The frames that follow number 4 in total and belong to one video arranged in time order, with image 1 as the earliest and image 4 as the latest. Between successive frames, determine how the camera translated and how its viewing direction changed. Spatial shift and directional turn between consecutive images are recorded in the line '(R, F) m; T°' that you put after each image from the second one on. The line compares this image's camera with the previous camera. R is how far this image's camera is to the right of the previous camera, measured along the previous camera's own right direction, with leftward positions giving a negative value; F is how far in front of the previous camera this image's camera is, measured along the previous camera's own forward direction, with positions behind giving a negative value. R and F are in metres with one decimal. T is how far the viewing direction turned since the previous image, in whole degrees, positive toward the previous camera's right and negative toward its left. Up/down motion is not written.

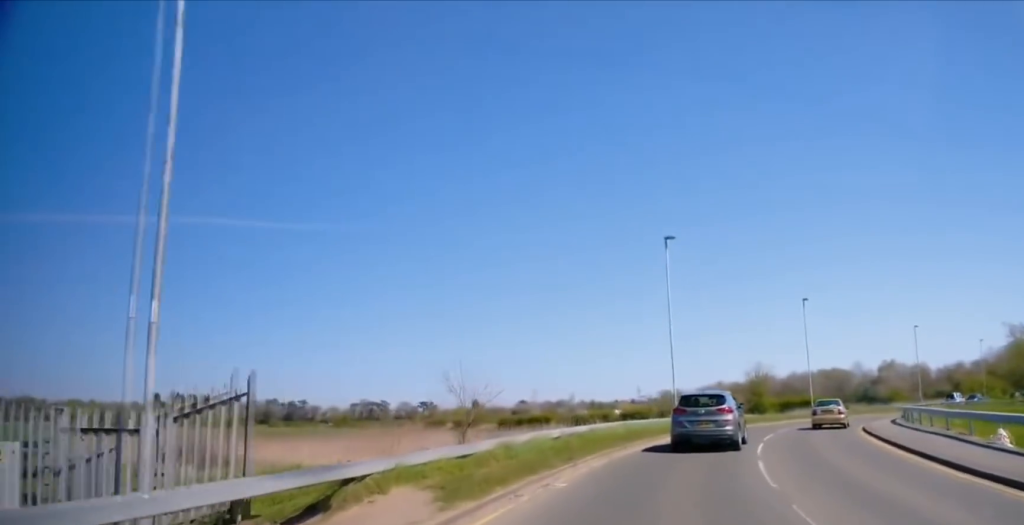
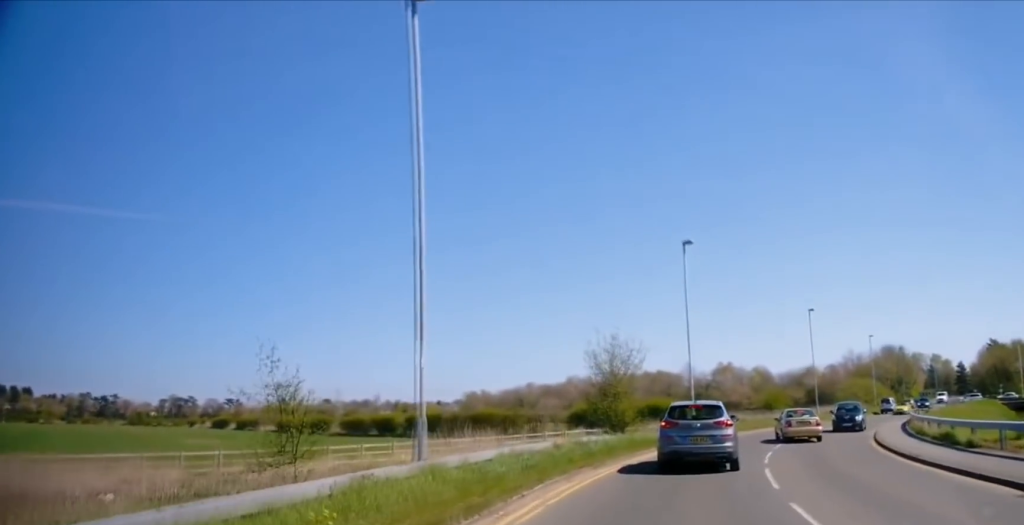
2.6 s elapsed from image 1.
(+3.4, +22.7) m; +17°
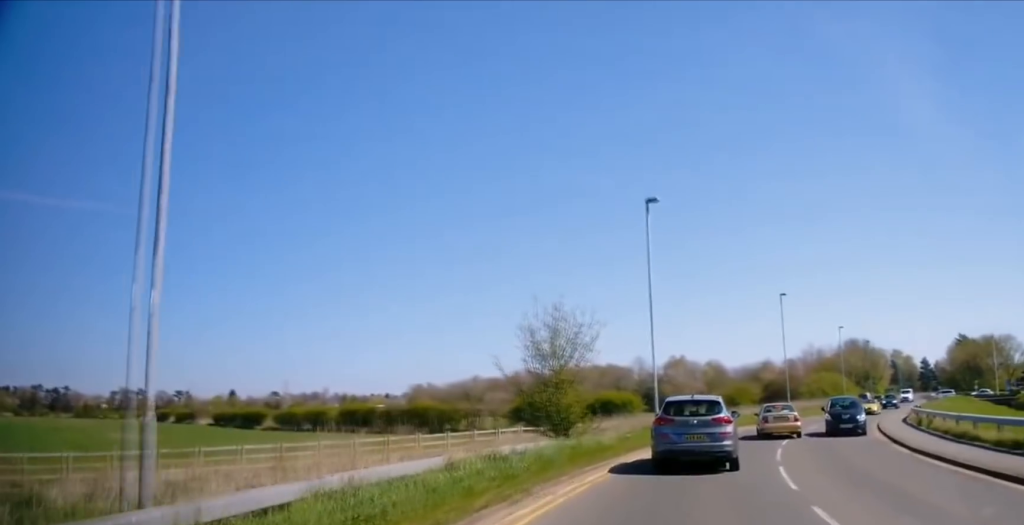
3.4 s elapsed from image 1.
(+0.3, +6.6) m; +6°
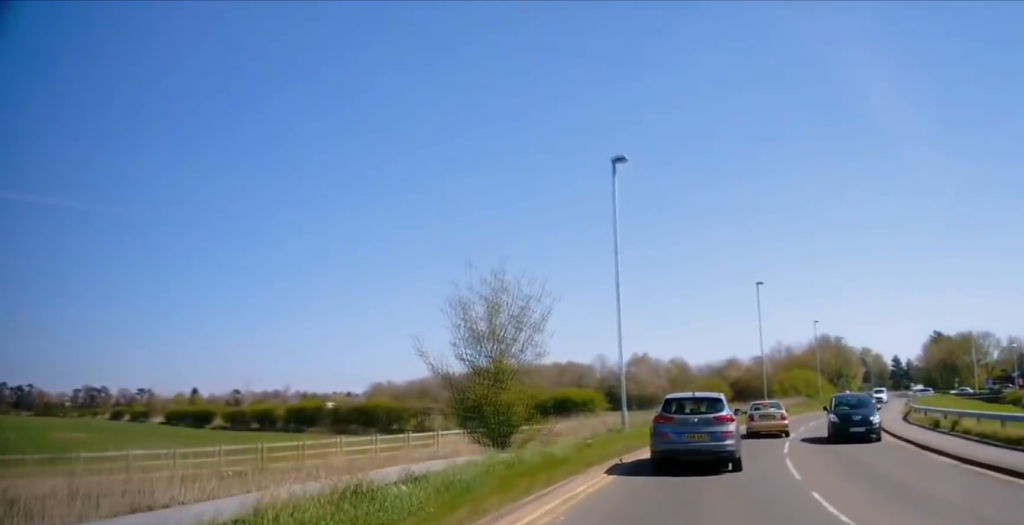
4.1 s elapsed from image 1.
(+0.3, +4.9) m; +3°
